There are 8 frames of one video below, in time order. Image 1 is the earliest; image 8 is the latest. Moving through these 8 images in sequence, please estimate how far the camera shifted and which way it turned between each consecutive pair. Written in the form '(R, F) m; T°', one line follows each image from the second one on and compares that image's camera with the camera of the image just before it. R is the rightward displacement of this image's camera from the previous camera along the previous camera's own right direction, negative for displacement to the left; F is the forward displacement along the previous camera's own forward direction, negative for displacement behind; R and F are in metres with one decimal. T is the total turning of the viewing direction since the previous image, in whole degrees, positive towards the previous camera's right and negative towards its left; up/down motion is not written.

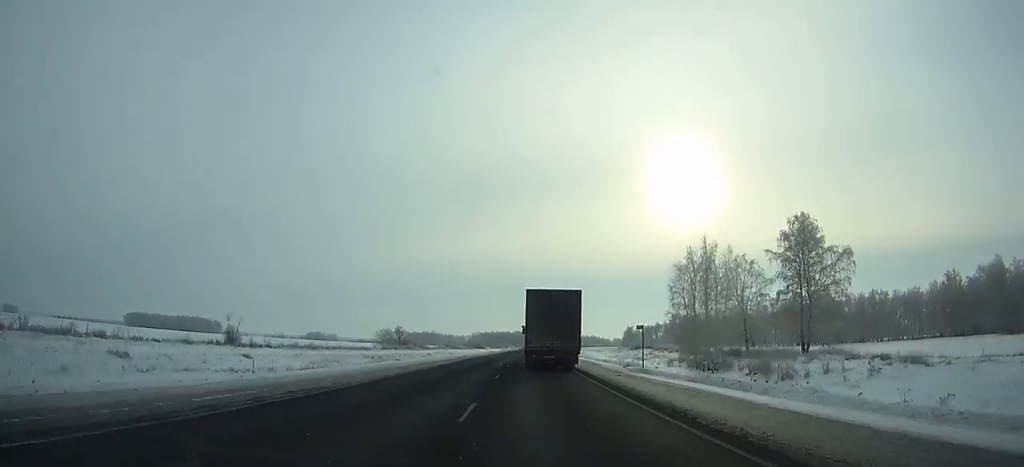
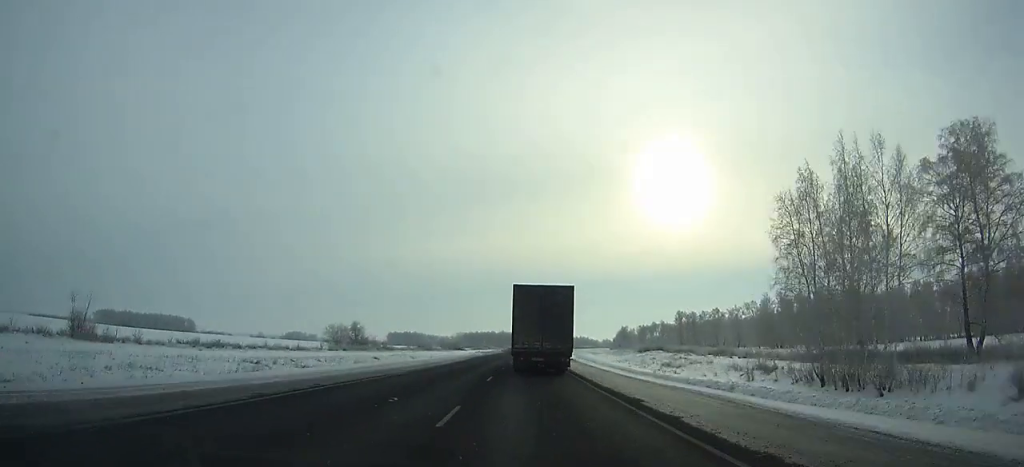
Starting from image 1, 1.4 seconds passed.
(+0.5, +37.4) m; +1°
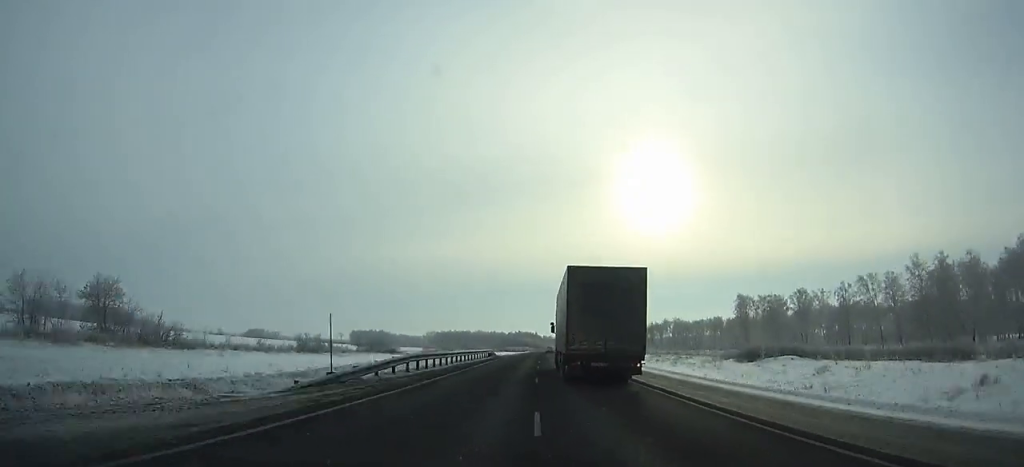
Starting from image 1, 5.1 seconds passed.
(+2.2, +100.5) m; +2°
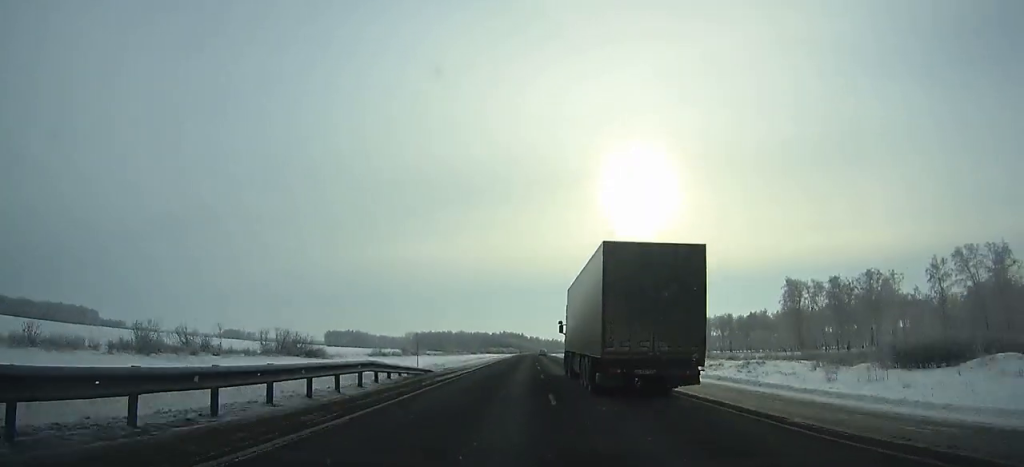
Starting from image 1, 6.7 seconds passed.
(+0.4, +44.8) m; +1°
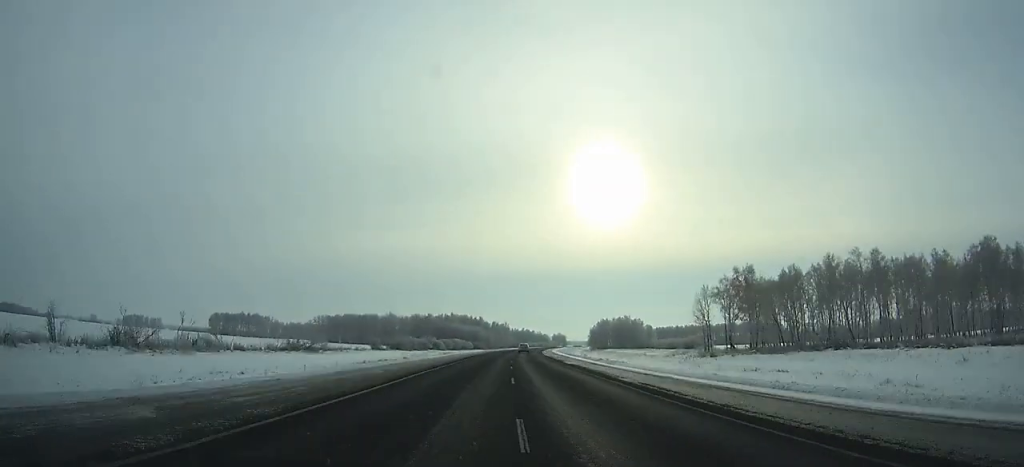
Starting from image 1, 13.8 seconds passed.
(+5.9, +207.9) m; +4°
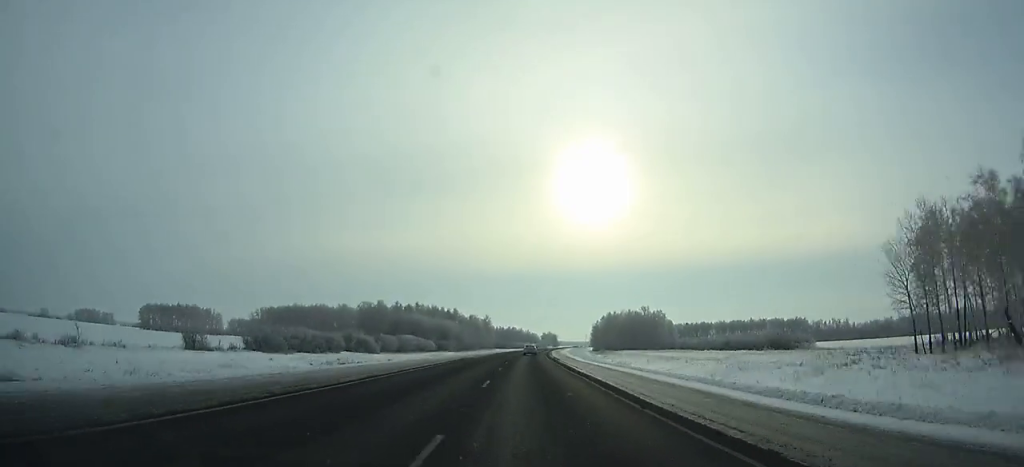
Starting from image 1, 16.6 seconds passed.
(+1.3, +82.9) m; +2°
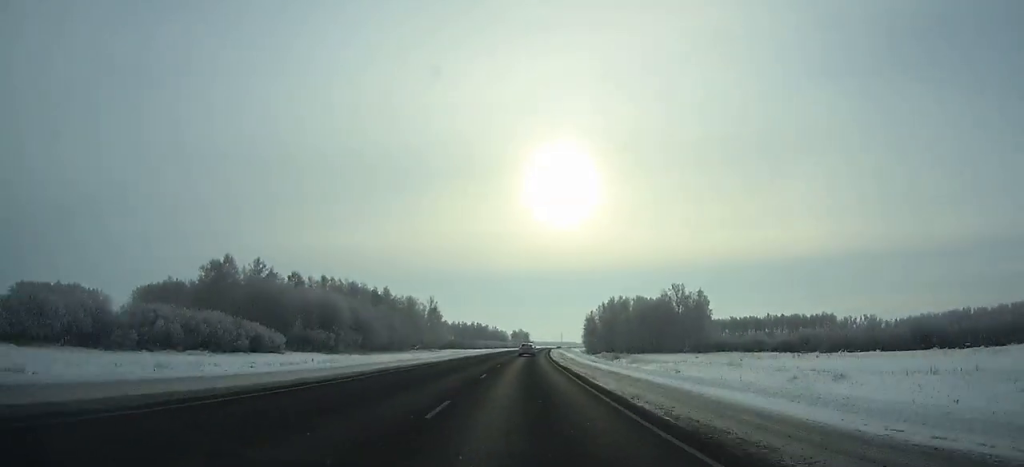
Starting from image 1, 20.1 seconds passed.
(+2.4, +101.2) m; +3°
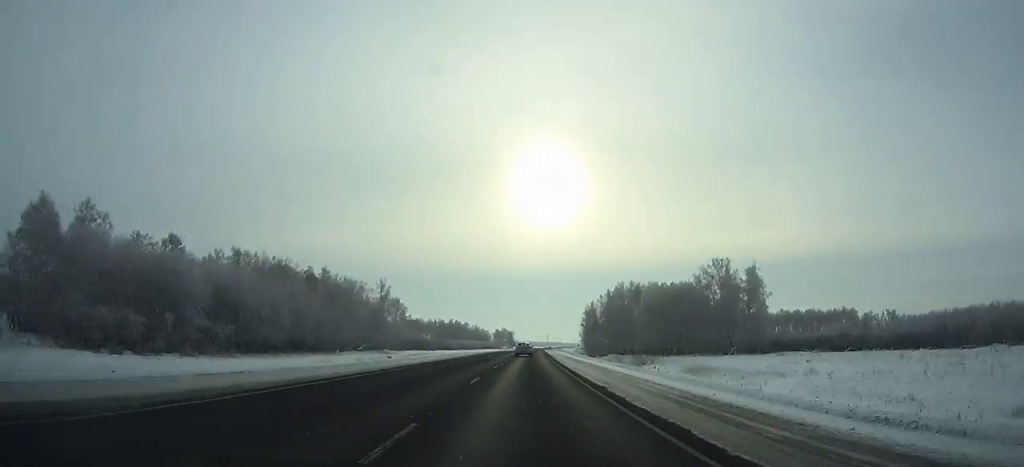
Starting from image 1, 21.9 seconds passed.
(+0.6, +50.6) m; +1°
